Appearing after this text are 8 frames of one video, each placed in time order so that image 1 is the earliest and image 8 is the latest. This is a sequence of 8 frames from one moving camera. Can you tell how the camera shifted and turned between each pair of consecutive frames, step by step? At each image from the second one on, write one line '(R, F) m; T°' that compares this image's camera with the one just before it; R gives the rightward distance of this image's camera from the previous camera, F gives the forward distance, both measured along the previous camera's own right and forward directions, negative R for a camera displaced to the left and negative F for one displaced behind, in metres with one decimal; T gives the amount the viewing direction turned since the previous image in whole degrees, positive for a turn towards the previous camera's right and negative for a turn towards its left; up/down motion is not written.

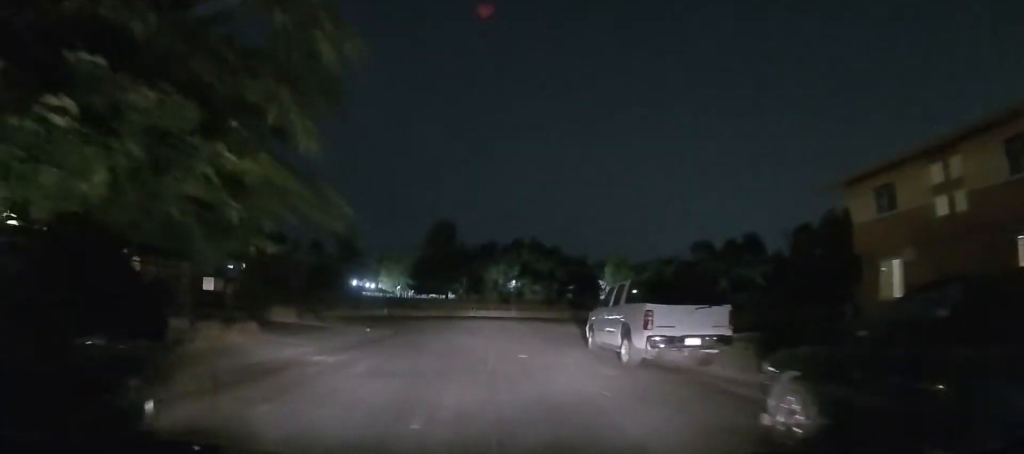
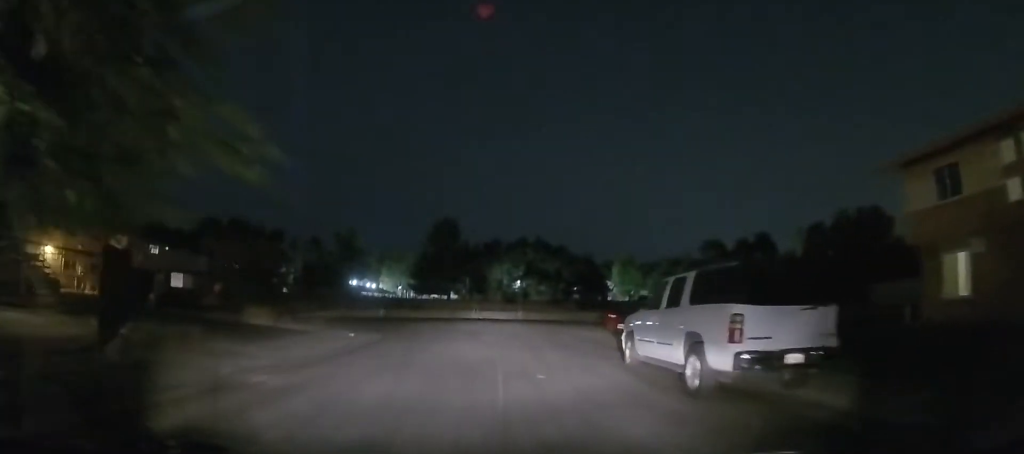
(+0.1, +3.4) m; -4°
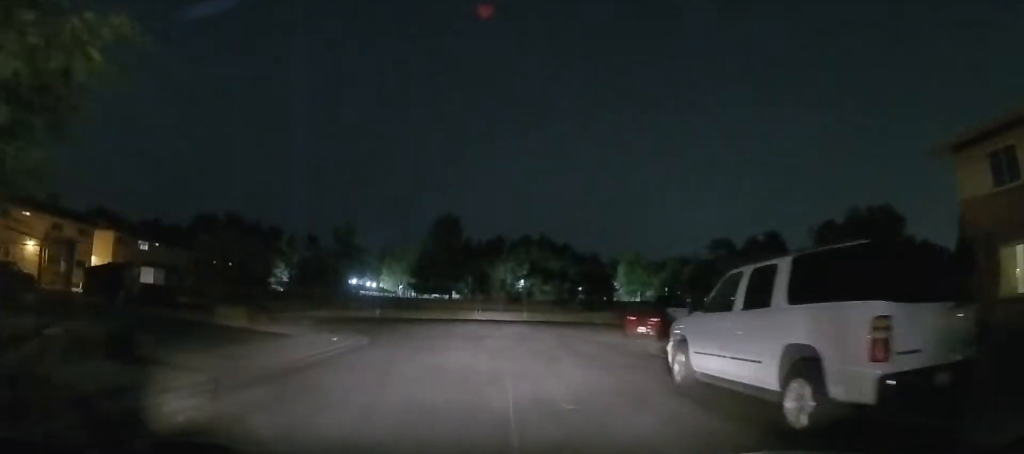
(-0.3, +2.6) m; -1°
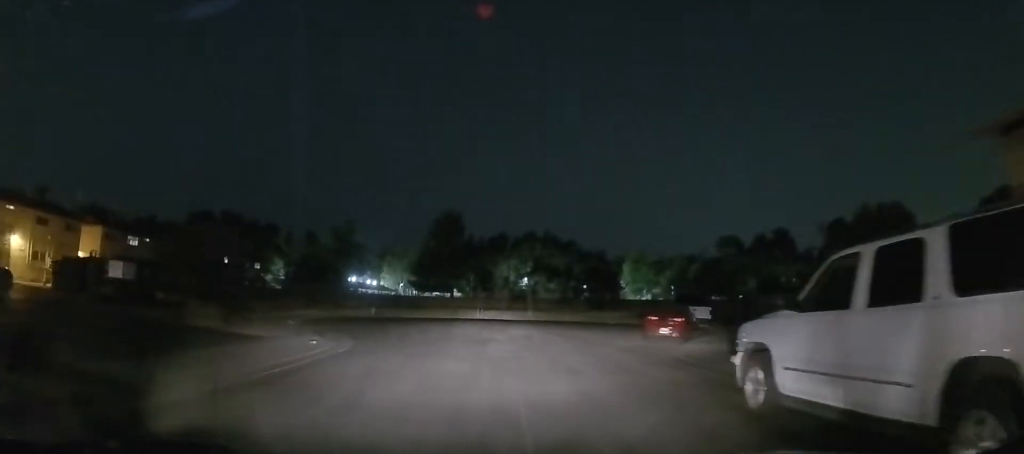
(-0.2, +2.4) m; -1°
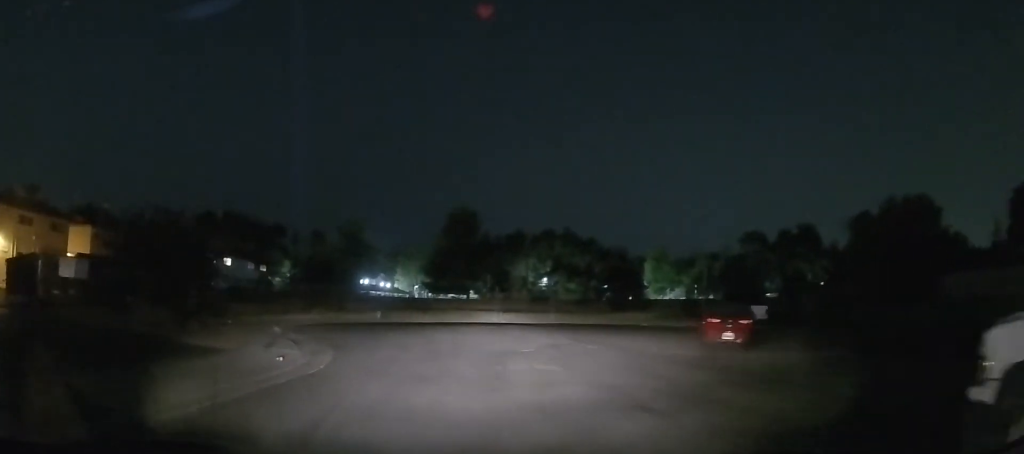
(+0.4, +3.6) m; -1°
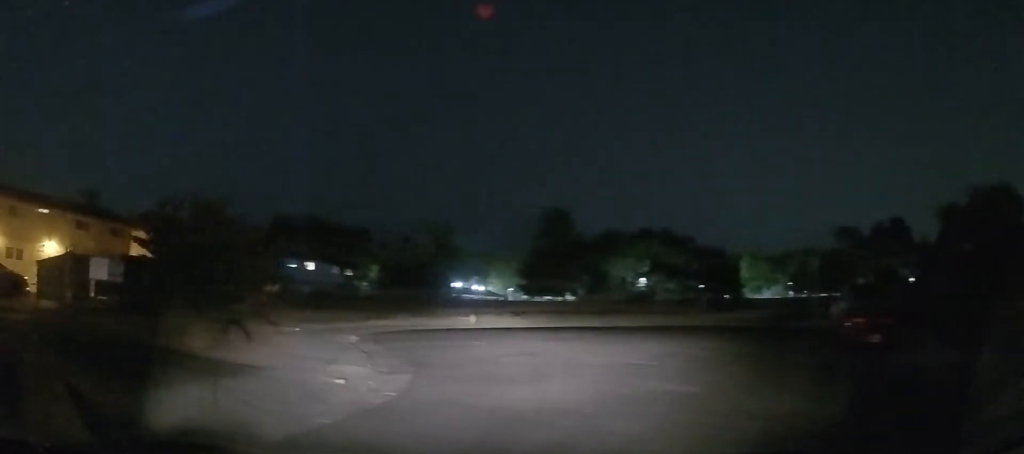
(-0.4, +2.5) m; -13°
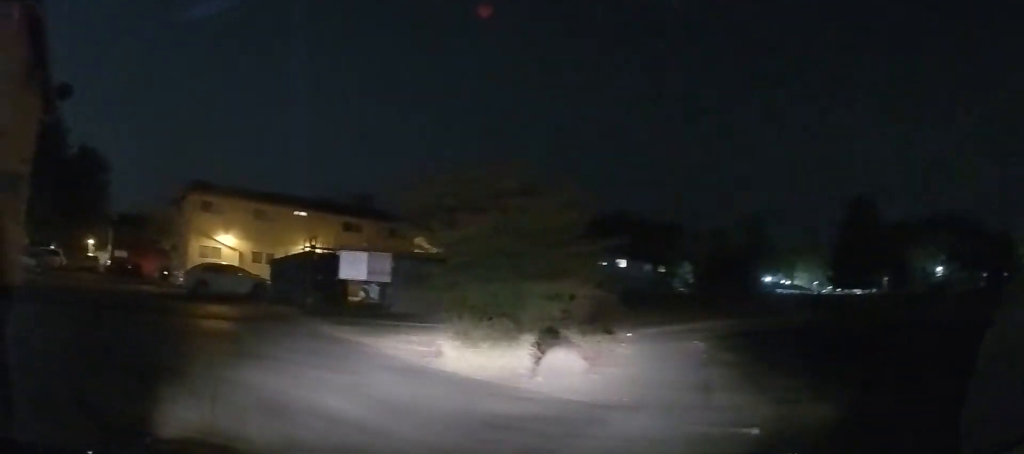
(-0.9, +3.5) m; -35°
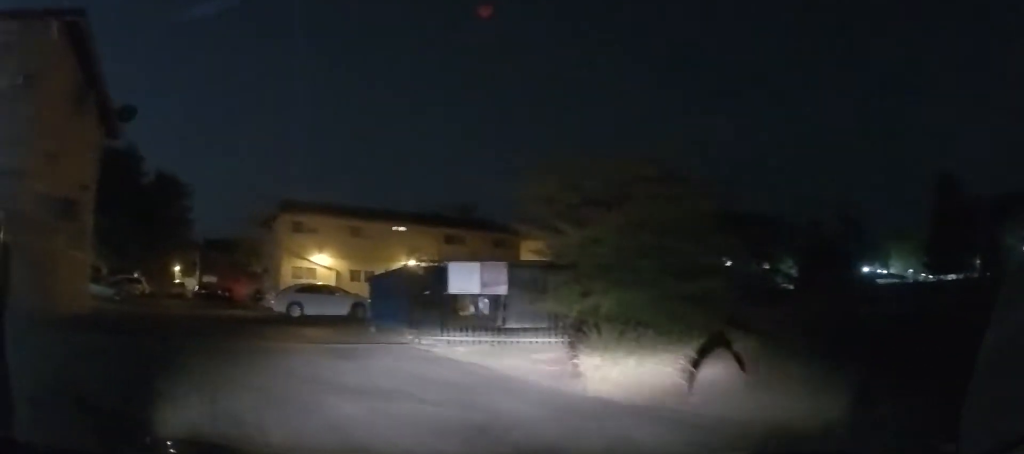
(-0.3, +1.2) m; -10°
